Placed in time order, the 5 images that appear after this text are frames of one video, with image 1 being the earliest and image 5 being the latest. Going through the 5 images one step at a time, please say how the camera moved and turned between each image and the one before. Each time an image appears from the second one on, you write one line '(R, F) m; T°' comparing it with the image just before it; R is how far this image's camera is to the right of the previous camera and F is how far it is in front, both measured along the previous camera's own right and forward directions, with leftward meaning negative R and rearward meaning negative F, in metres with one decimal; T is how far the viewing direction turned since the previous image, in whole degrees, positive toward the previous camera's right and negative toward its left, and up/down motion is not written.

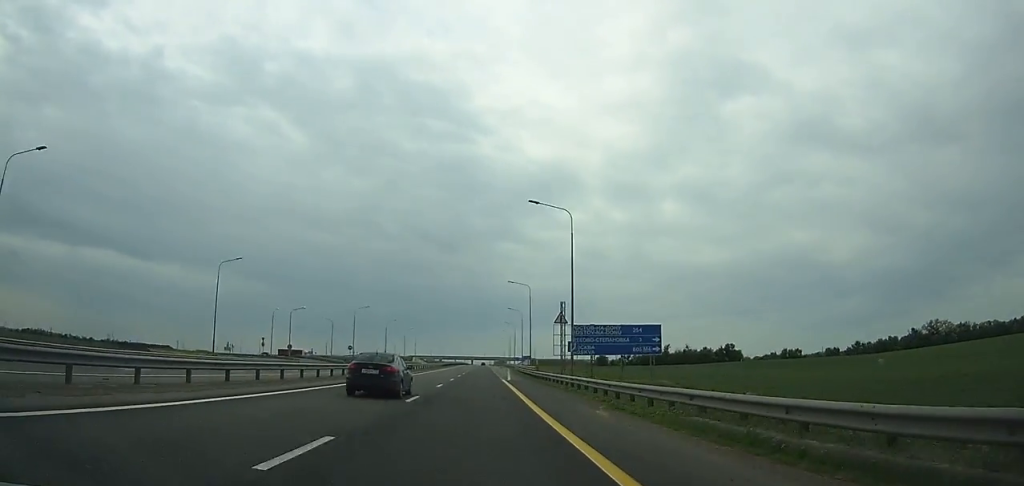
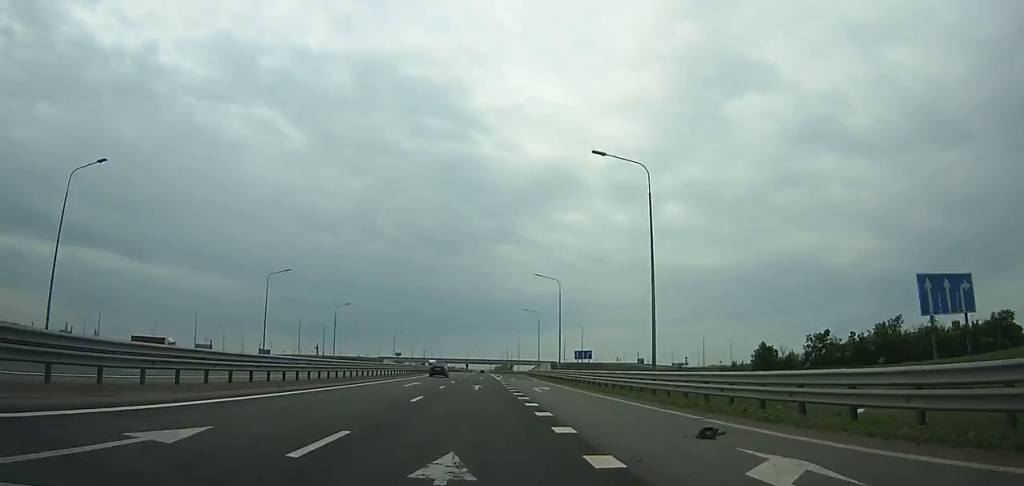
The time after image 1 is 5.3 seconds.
(+0.2, +131.1) m; 0°
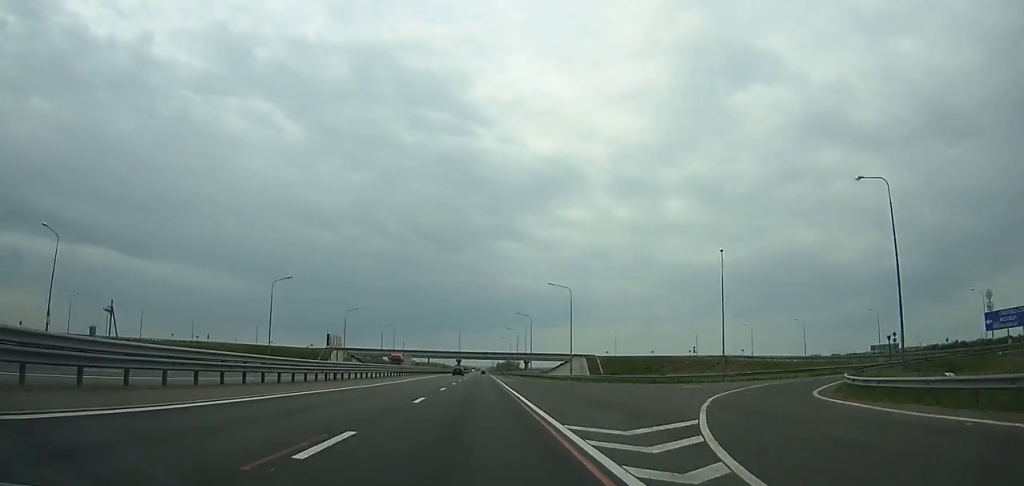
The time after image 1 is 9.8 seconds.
(-0.4, +111.1) m; 0°
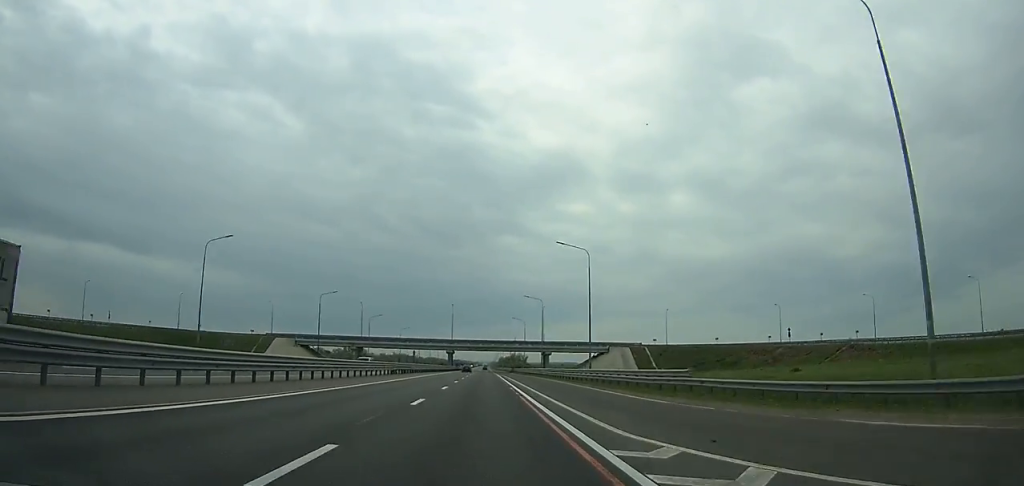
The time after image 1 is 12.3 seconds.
(-0.1, +61.9) m; 0°
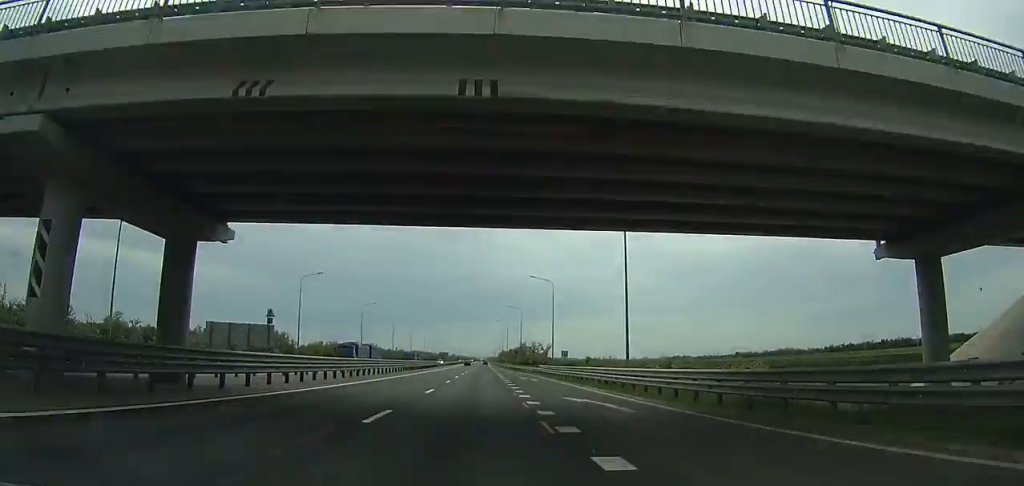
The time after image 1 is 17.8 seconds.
(+0.3, +137.2) m; 0°
